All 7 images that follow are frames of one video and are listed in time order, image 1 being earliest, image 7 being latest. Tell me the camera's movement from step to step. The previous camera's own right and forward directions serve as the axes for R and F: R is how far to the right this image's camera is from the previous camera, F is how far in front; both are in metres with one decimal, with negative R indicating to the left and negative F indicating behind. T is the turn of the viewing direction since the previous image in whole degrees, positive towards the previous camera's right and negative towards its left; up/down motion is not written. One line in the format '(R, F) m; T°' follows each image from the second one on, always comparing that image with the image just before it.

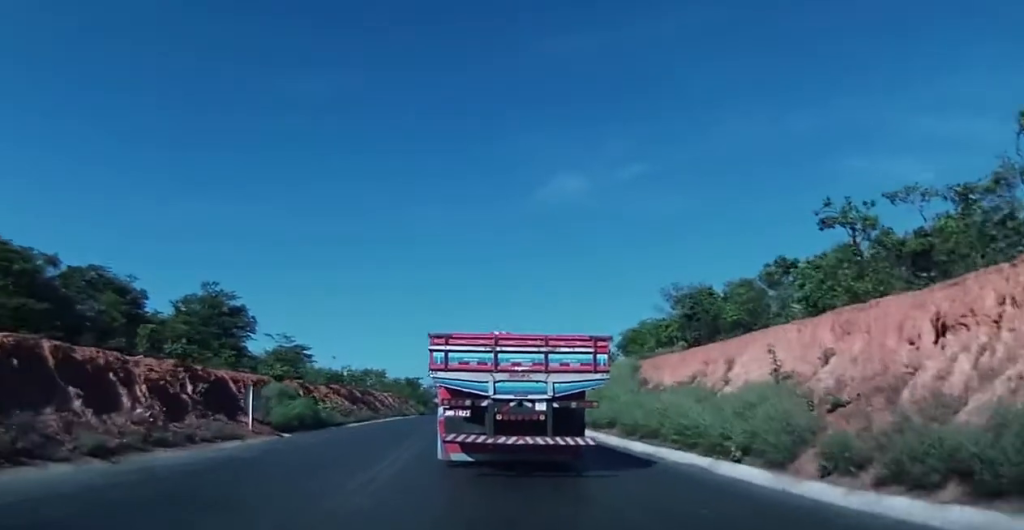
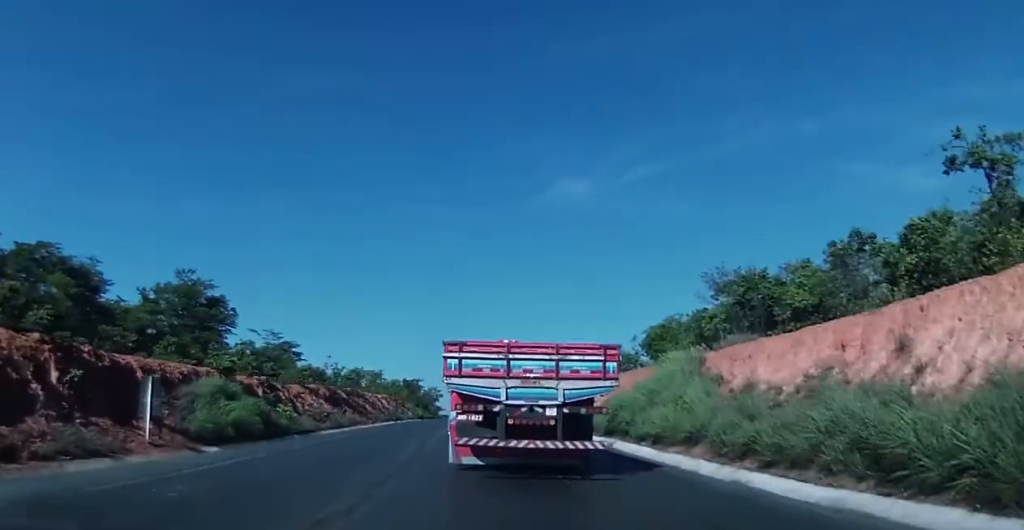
(+0.5, +9.1) m; +3°
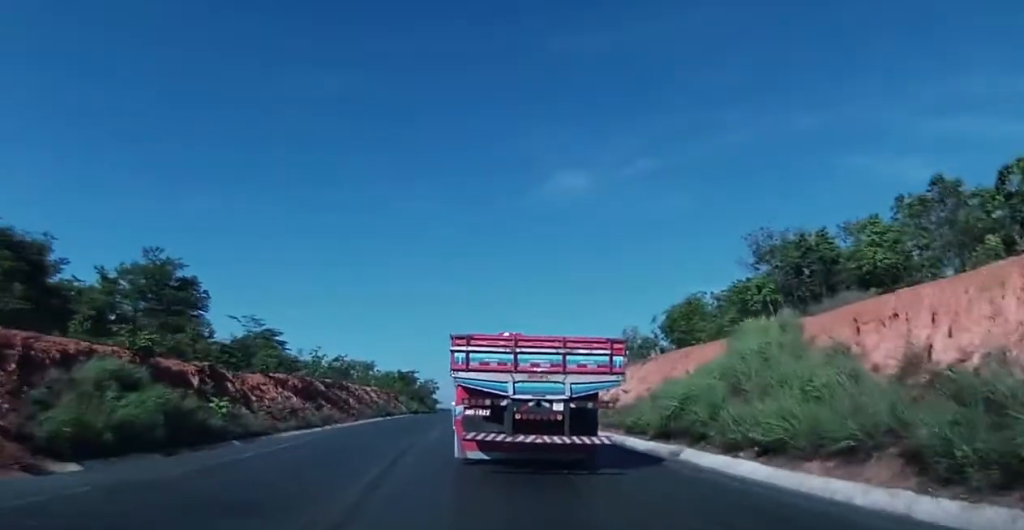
(+0.1, +7.9) m; 0°
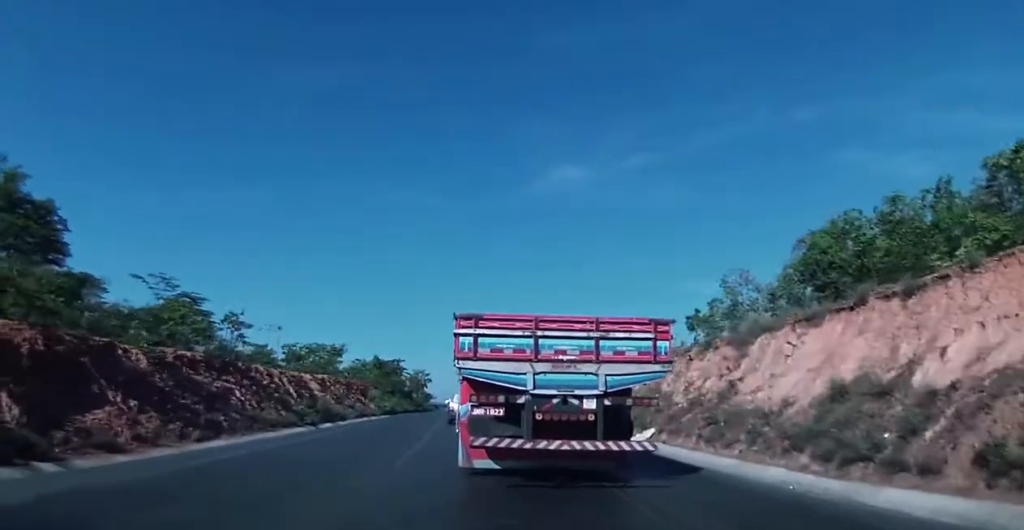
(-1.0, +27.8) m; -2°
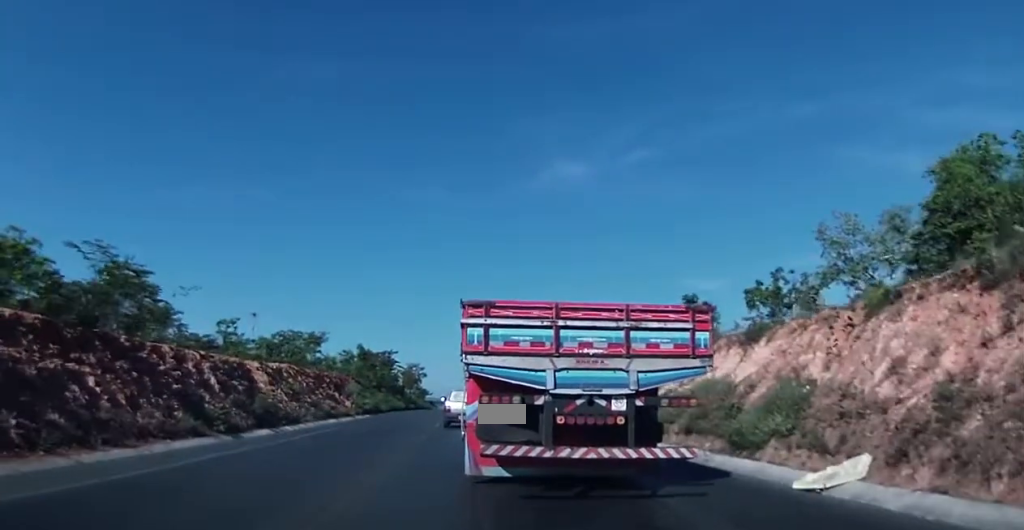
(+0.3, +13.2) m; +1°
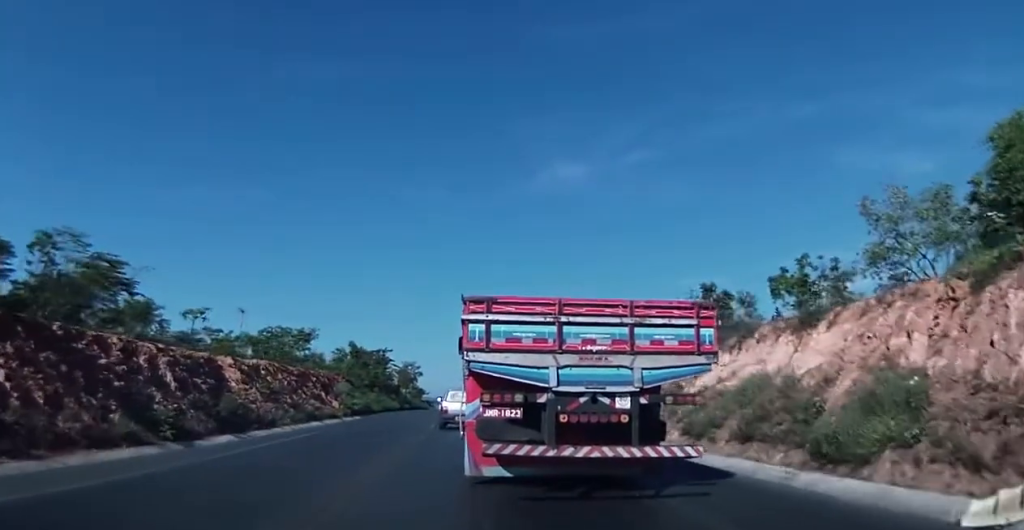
(0.0, +4.4) m; +1°
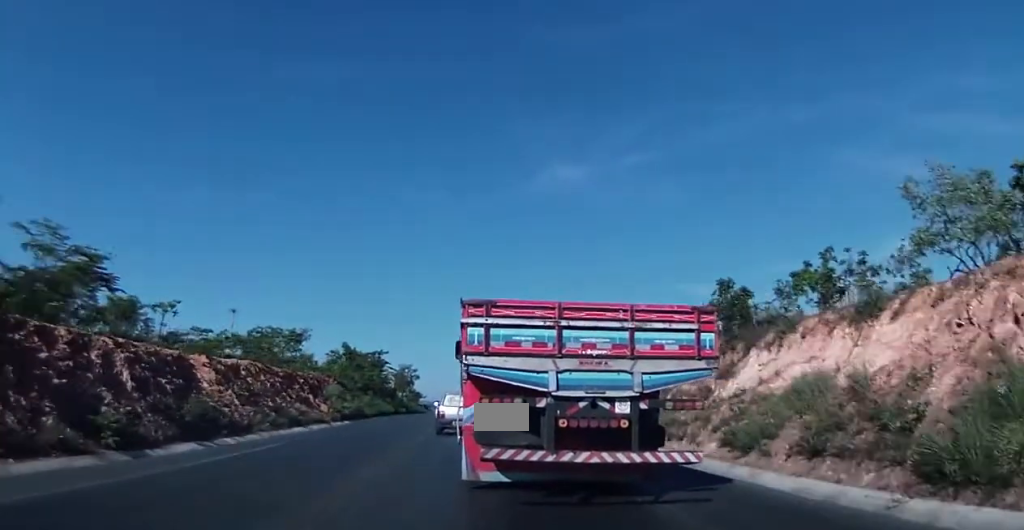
(-0.1, +3.5) m; +1°
